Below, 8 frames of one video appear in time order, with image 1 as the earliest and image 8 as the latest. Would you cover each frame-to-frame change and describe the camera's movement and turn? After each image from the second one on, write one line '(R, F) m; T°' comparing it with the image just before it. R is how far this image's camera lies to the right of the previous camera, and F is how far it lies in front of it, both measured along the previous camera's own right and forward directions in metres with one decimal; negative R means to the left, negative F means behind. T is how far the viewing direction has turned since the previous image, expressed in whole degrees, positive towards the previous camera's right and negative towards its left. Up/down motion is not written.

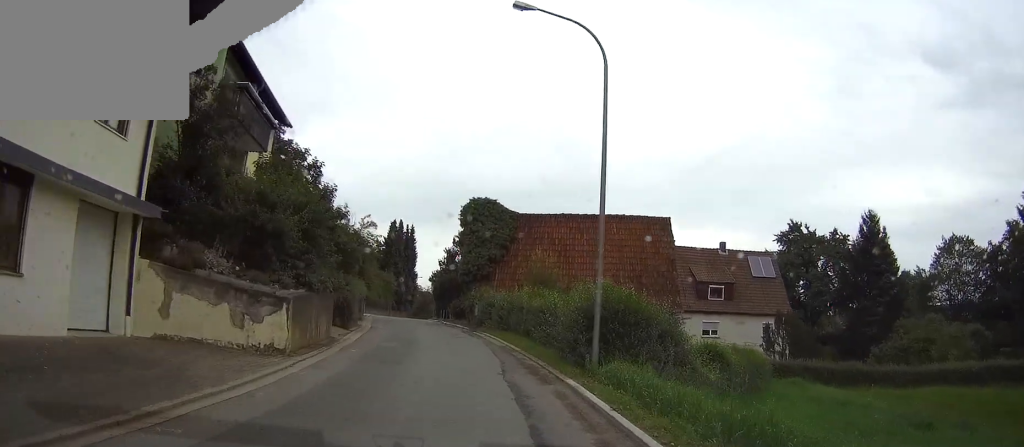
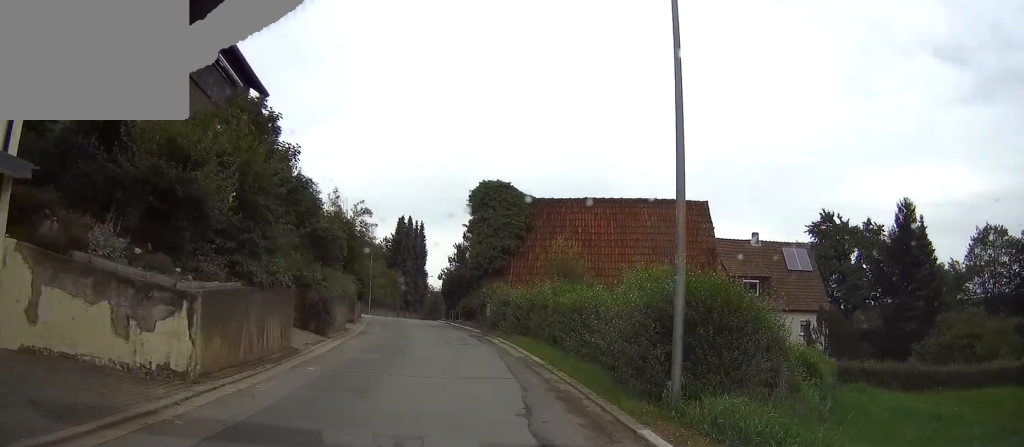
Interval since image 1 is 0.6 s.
(0.0, +5.4) m; 0°
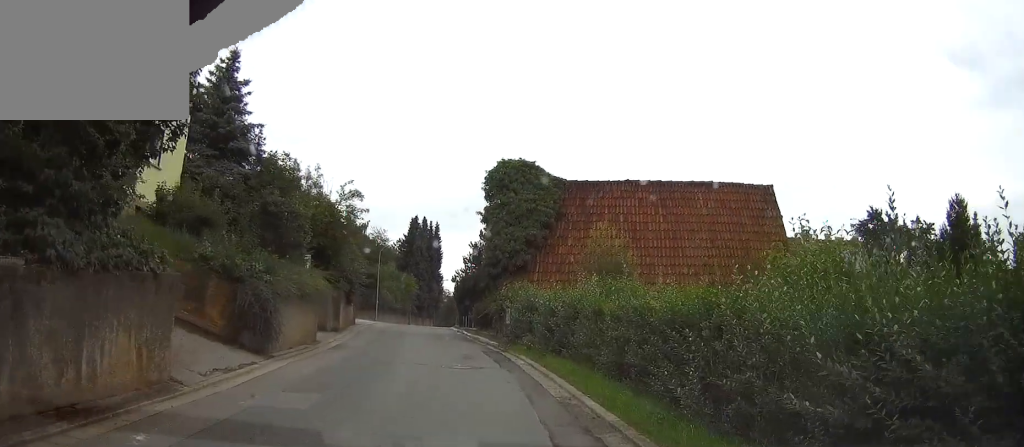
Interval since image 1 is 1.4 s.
(0.0, +6.8) m; -1°
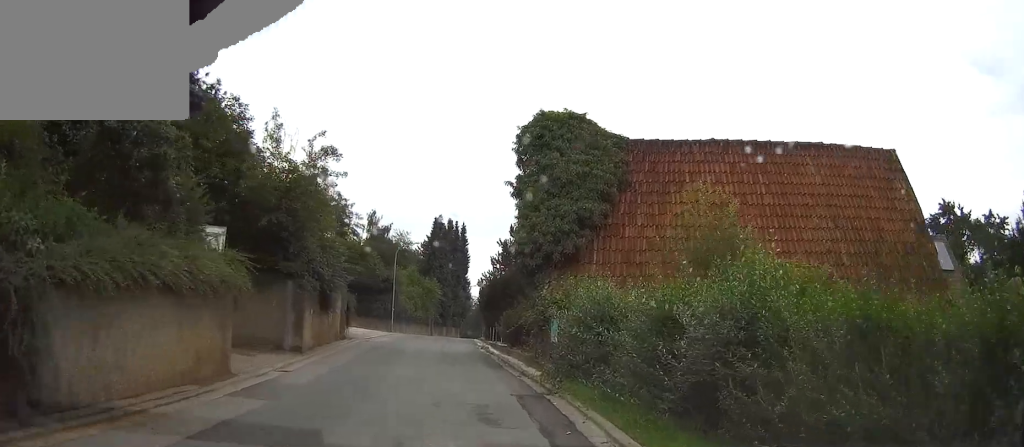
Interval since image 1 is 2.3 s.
(-0.1, +8.5) m; -2°
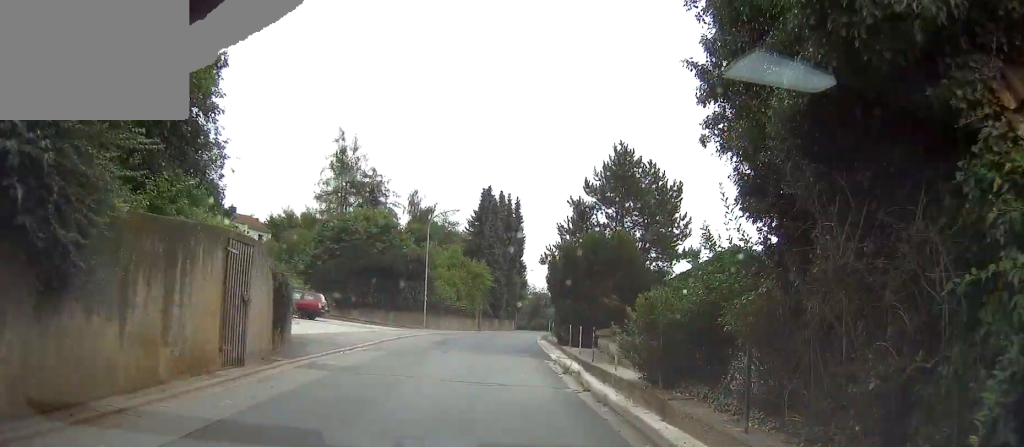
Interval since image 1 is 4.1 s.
(-0.8, +15.7) m; -6°
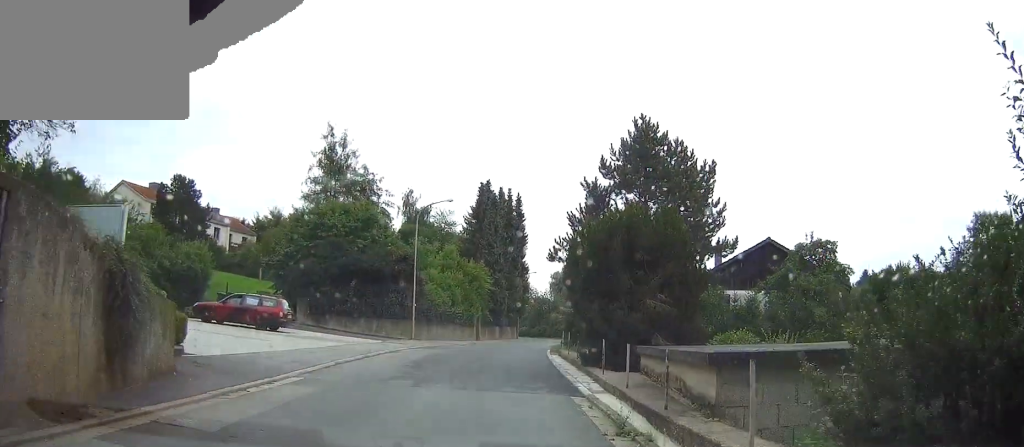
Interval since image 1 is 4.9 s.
(-0.1, +6.7) m; -3°
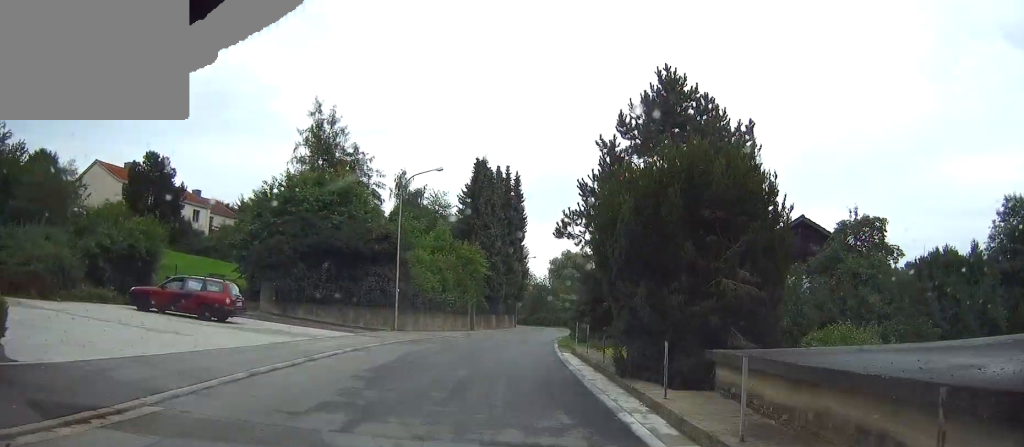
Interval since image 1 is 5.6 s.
(-0.2, +6.1) m; -1°
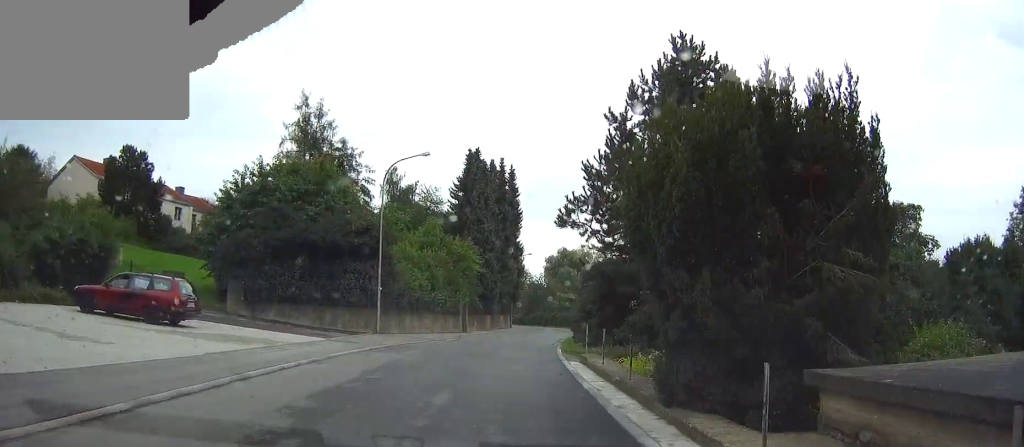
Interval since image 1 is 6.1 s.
(0.0, +4.1) m; -1°
